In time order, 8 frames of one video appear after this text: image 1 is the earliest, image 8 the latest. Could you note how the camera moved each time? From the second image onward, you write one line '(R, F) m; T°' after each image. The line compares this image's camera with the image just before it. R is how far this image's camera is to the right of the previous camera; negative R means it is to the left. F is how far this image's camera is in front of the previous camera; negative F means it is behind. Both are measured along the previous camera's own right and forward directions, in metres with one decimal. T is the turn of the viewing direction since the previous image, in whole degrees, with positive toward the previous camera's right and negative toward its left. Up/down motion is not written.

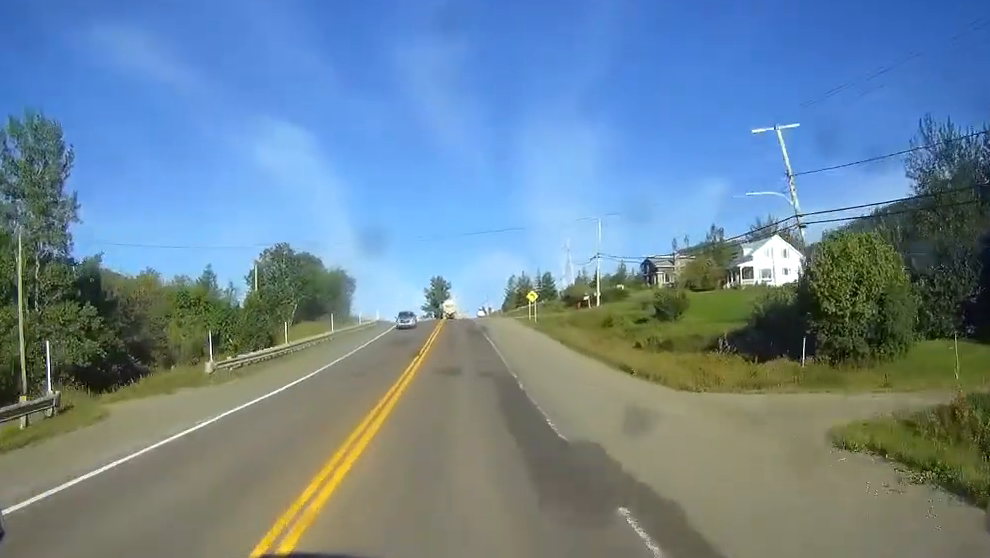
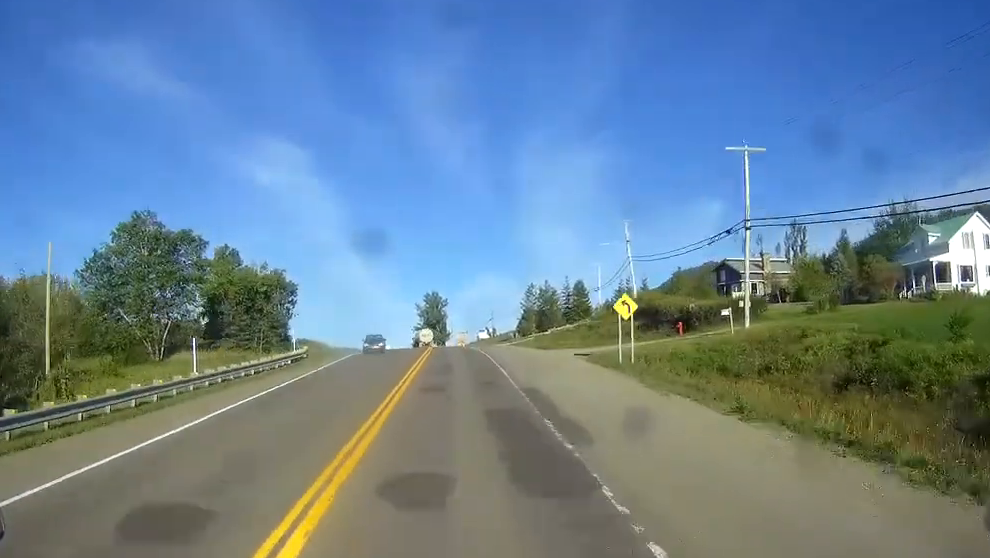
(0.0, +50.5) m; 0°
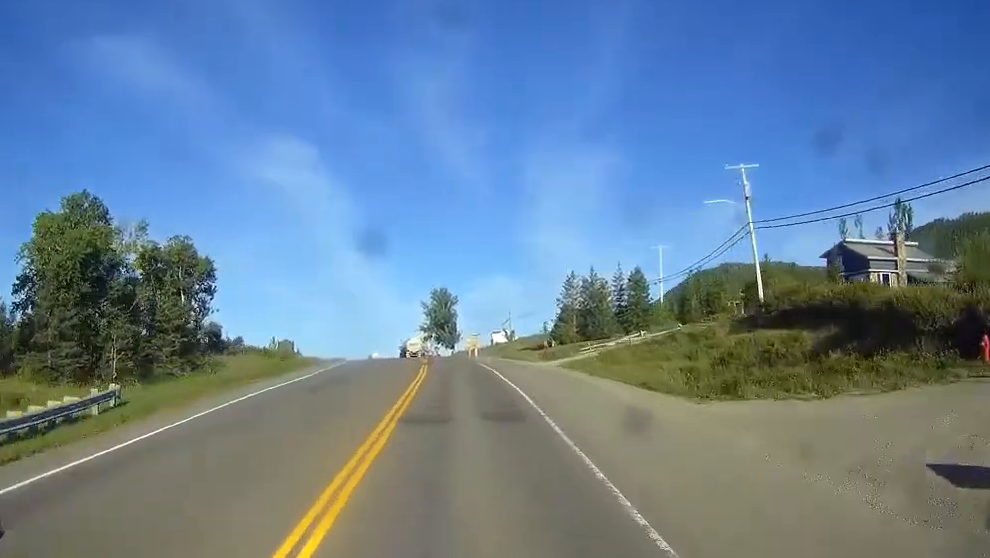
(-0.1, +35.7) m; 0°
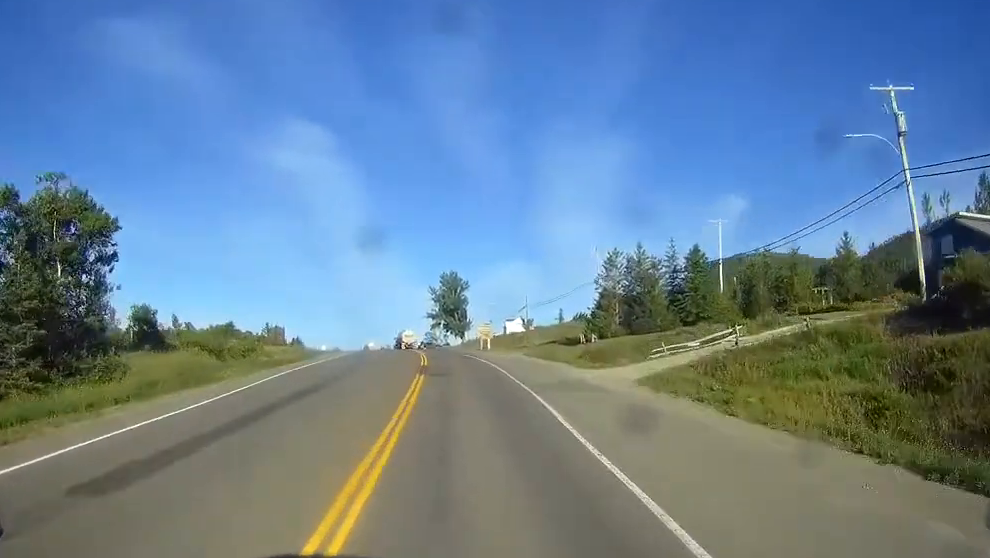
(0.0, +20.1) m; 0°
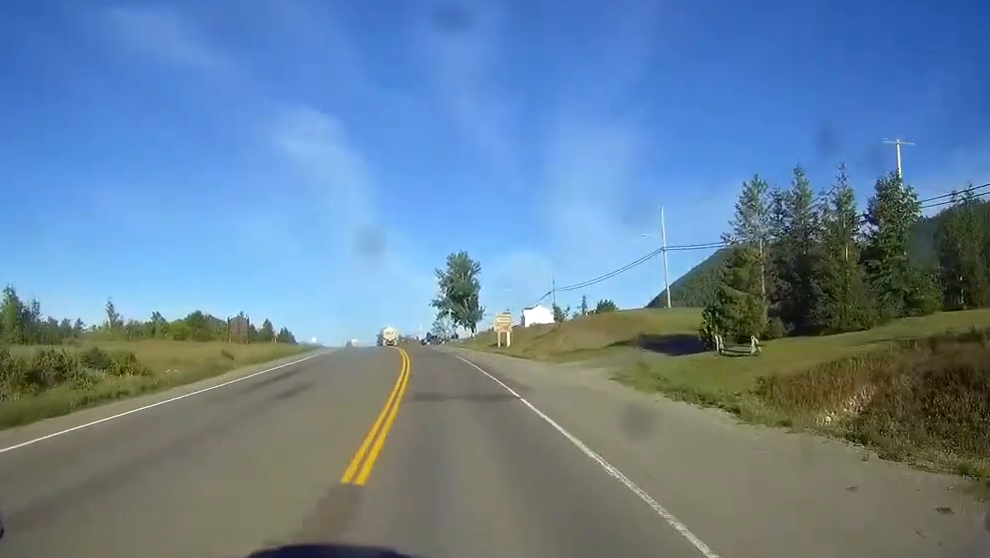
(-0.4, +35.6) m; -1°
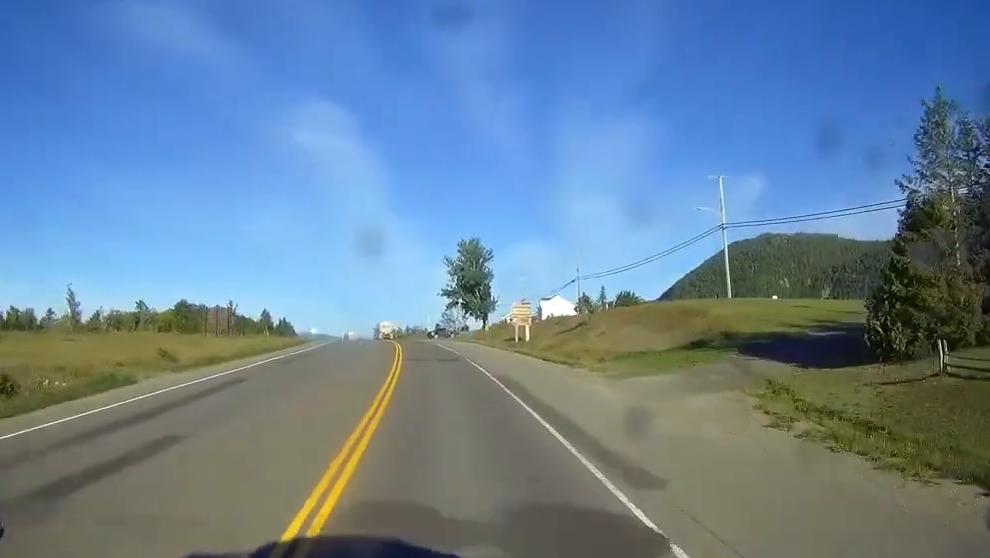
(0.0, +17.2) m; -1°
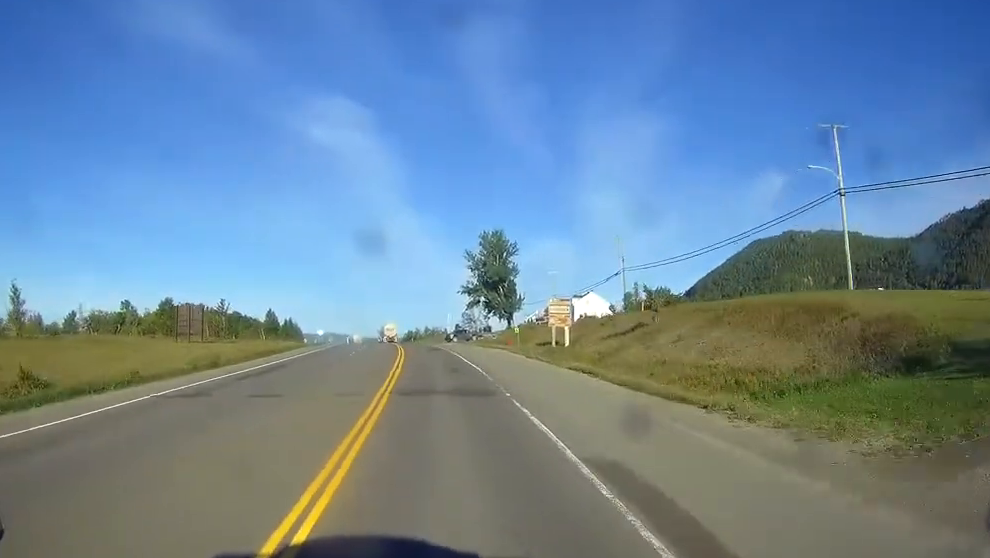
(-0.2, +20.4) m; -1°
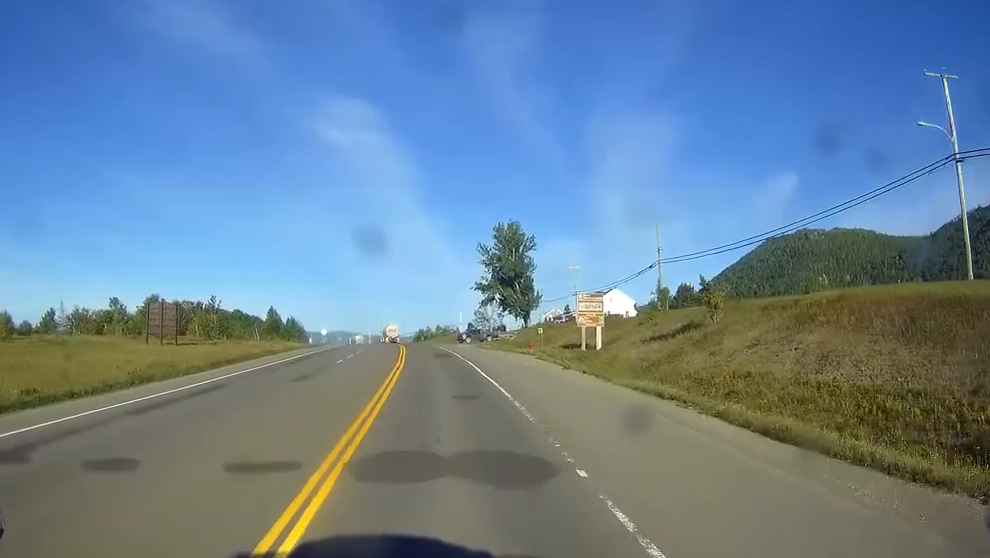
(-0.1, +13.1) m; -1°
